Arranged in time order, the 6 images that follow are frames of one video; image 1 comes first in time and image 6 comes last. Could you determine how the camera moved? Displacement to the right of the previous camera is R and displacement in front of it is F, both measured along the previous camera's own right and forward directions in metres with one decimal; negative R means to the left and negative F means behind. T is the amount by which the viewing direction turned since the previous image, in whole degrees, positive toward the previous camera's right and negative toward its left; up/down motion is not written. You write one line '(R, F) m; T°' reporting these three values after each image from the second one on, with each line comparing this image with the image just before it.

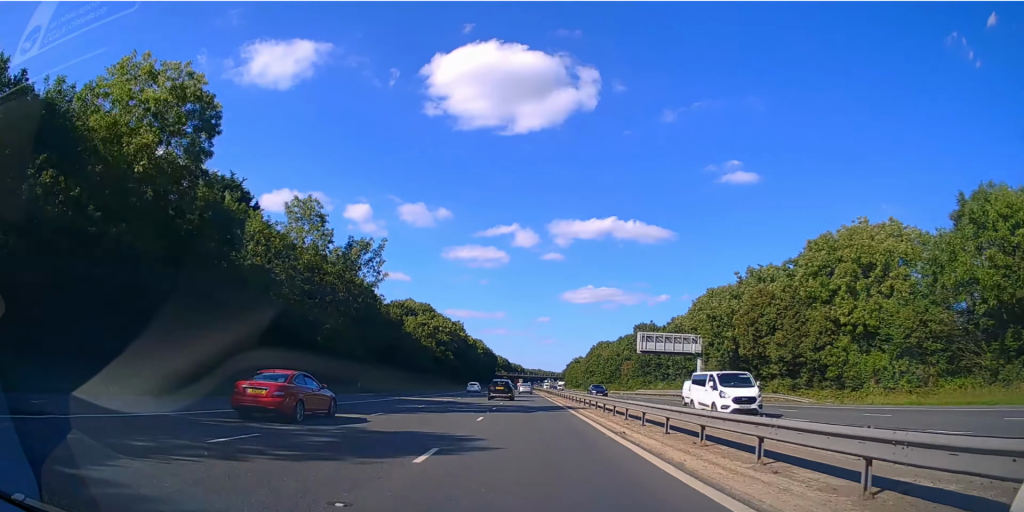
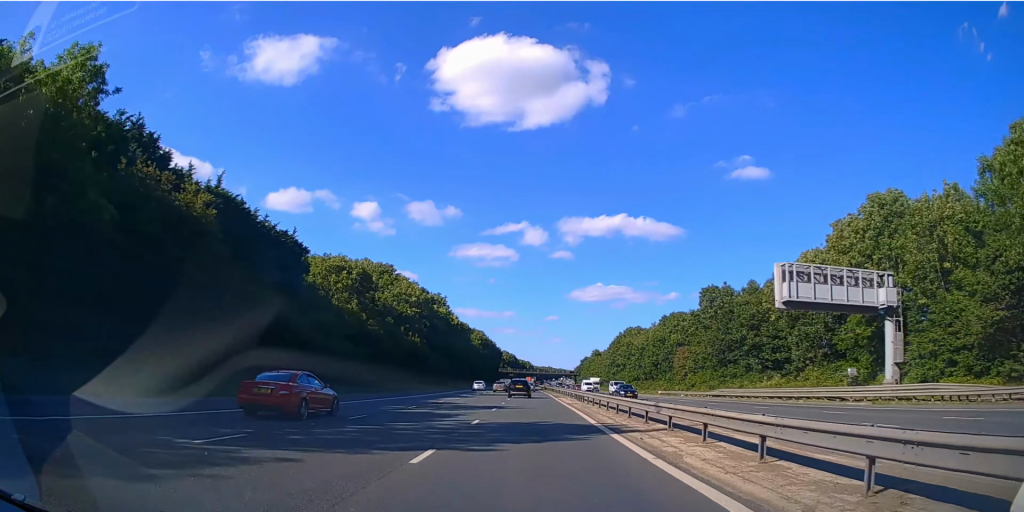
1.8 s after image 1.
(-0.3, +49.0) m; -1°
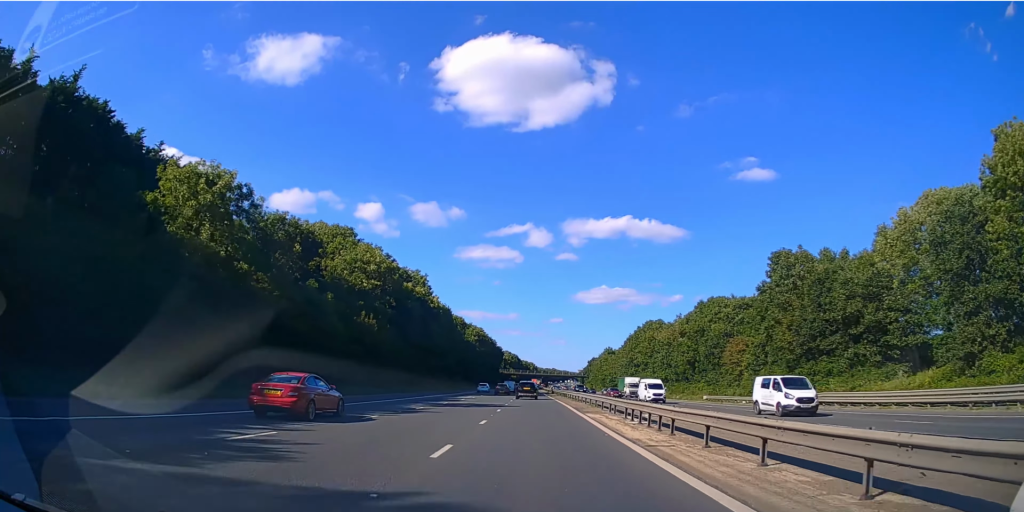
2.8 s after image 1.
(-0.1, +25.9) m; 0°
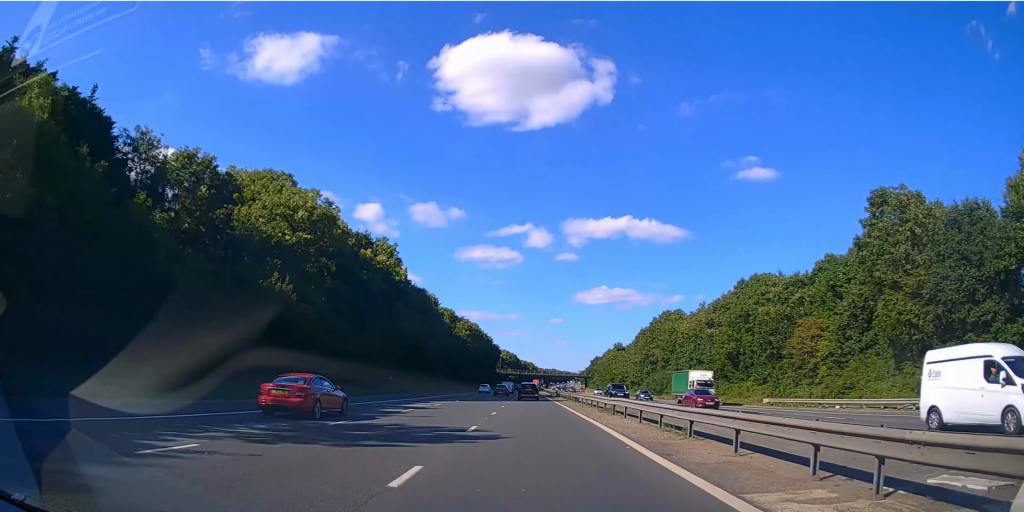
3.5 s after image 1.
(-0.1, +20.4) m; 0°
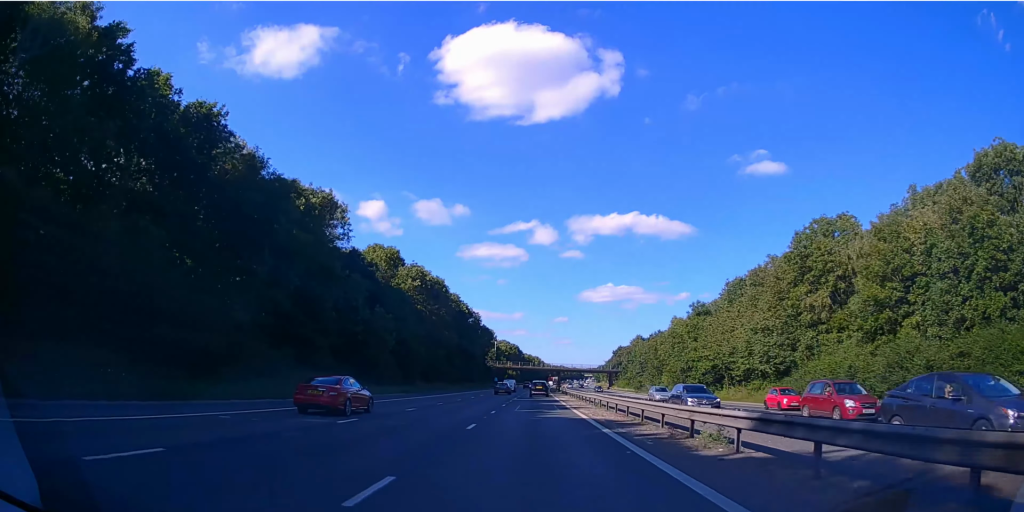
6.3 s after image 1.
(0.0, +73.9) m; 0°
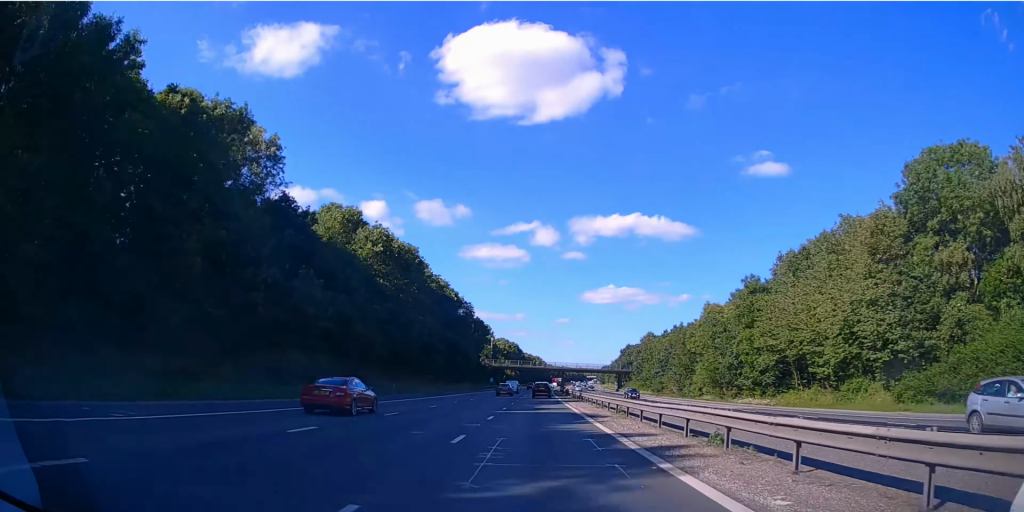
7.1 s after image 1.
(0.0, +20.7) m; 0°
